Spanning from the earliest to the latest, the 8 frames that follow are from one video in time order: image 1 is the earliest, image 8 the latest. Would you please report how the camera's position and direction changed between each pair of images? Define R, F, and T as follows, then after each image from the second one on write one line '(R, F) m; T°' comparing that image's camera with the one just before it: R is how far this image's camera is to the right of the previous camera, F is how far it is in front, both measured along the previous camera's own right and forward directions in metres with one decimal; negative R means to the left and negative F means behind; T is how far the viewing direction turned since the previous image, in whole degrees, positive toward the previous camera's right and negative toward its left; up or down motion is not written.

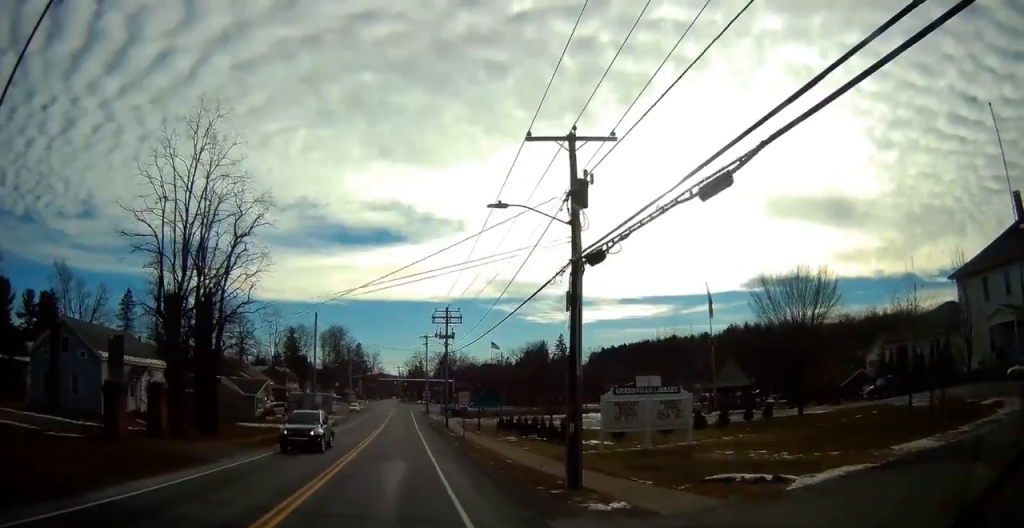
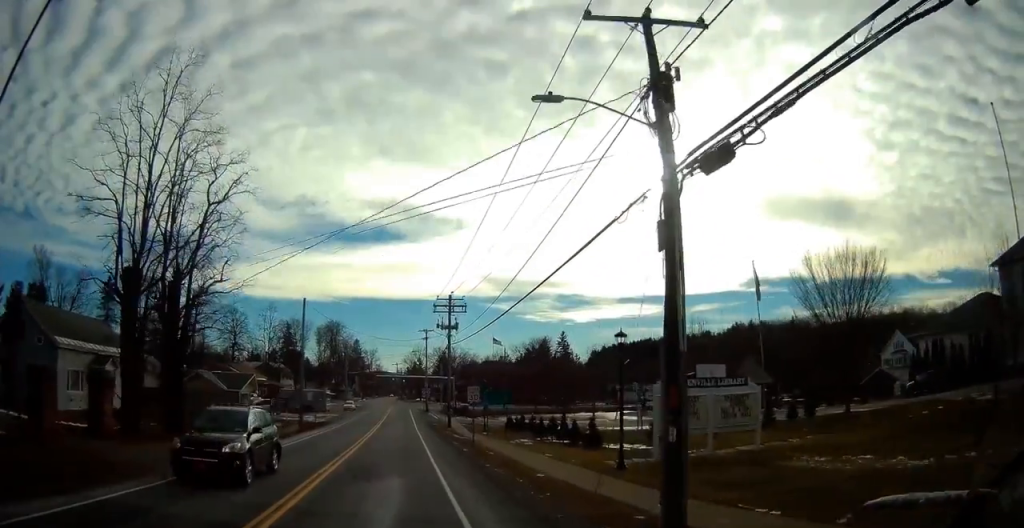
(0.0, +5.5) m; 0°
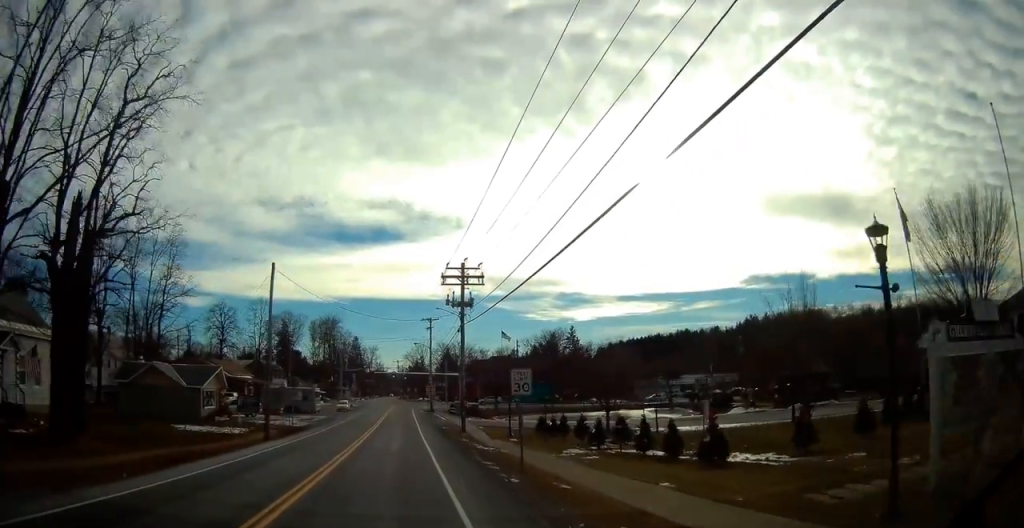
(0.0, +11.4) m; -1°
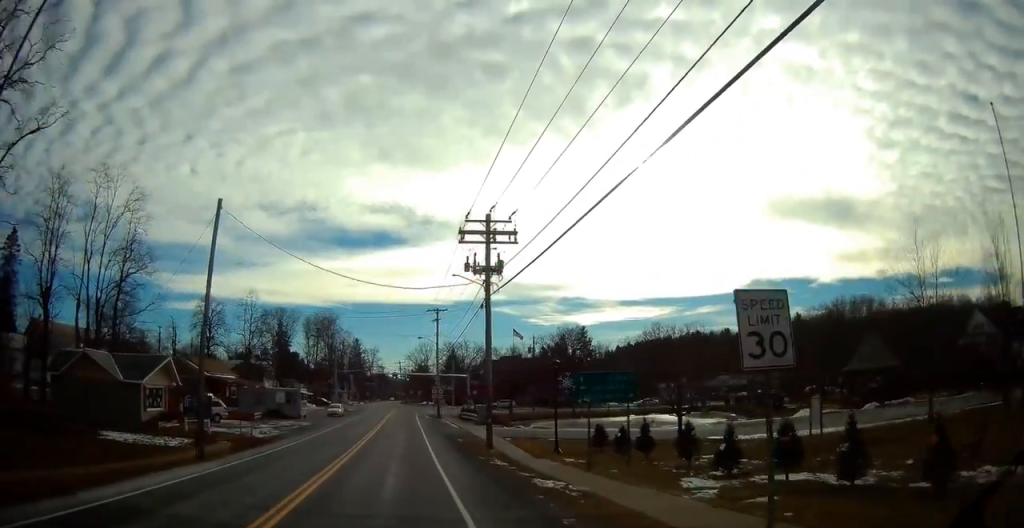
(-0.1, +11.4) m; -1°
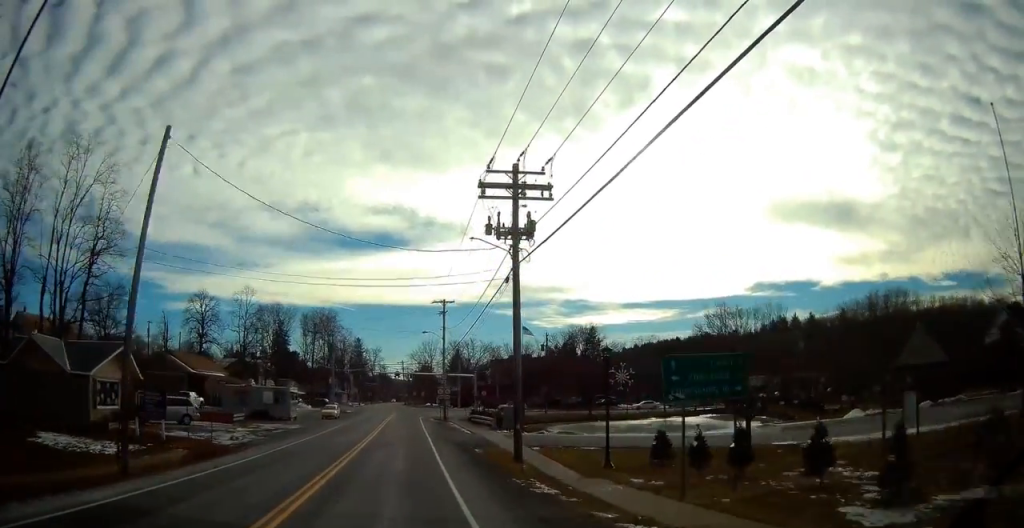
(-0.2, +6.7) m; 0°
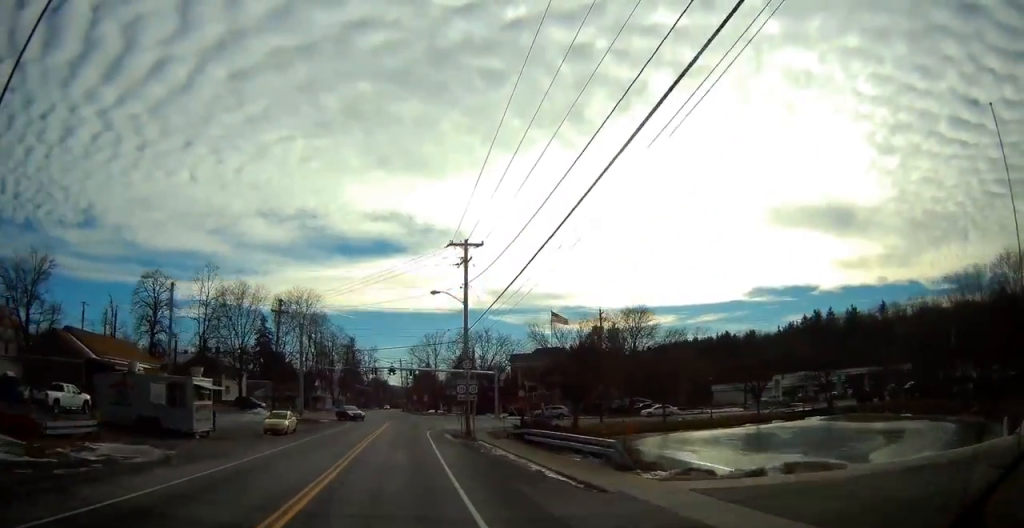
(+0.6, +24.4) m; 0°
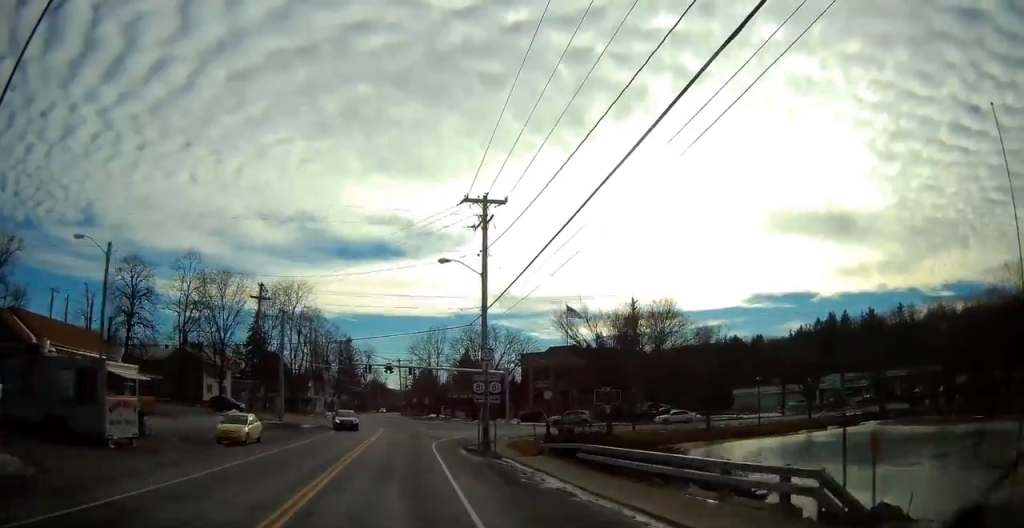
(-0.2, +9.4) m; 0°
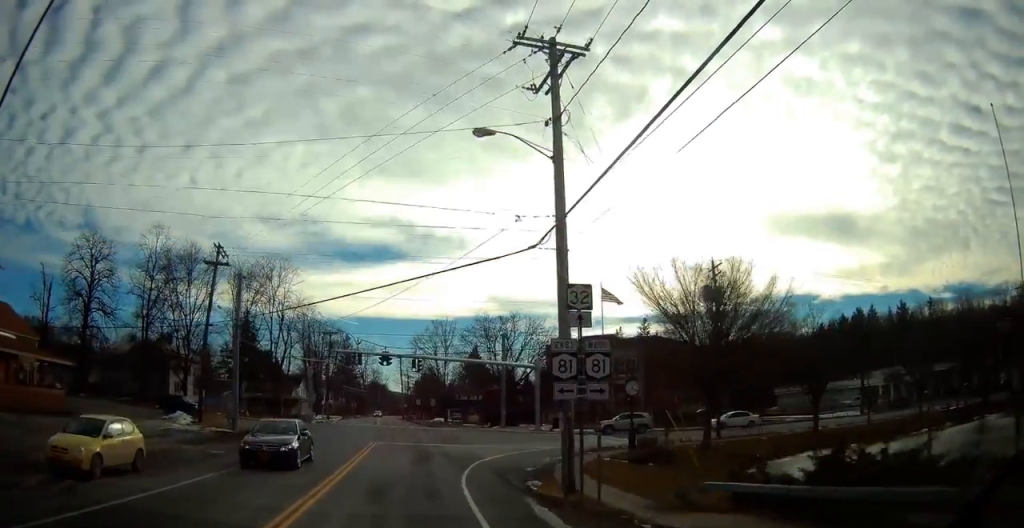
(+0.2, +14.9) m; +1°
